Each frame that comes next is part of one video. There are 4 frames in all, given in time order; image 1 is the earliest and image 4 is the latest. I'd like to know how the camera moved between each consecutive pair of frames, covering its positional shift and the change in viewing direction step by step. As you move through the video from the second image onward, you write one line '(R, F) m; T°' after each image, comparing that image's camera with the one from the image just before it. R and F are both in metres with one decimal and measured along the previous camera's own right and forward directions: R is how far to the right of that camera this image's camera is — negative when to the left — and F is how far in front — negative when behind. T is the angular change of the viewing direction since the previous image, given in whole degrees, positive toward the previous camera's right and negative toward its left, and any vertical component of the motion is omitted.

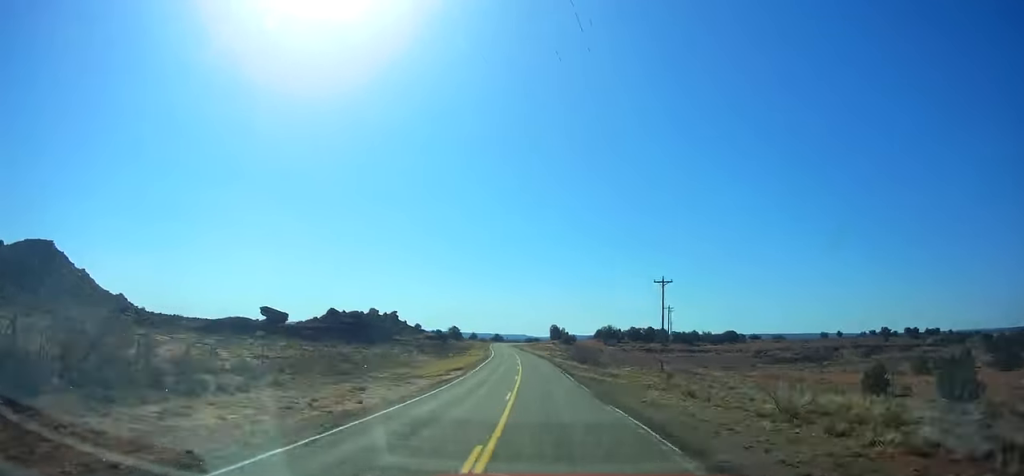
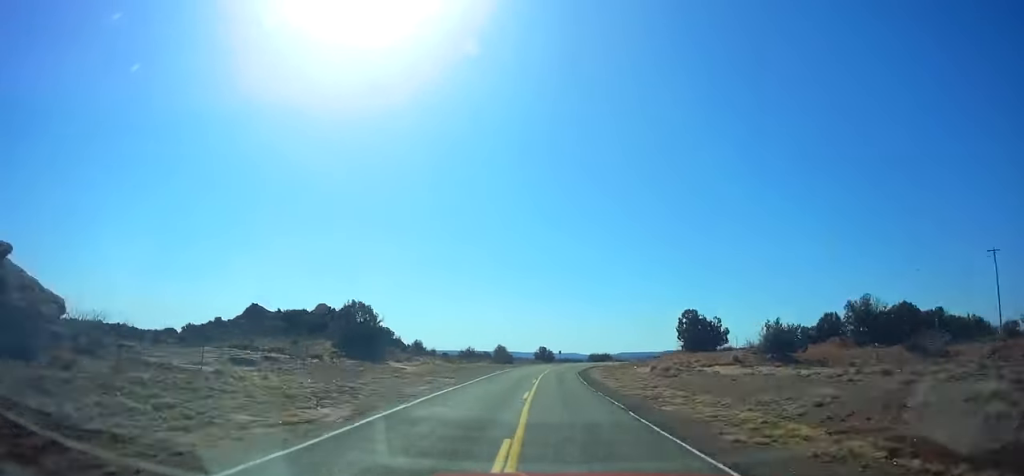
(-6.1, +132.7) m; -3°
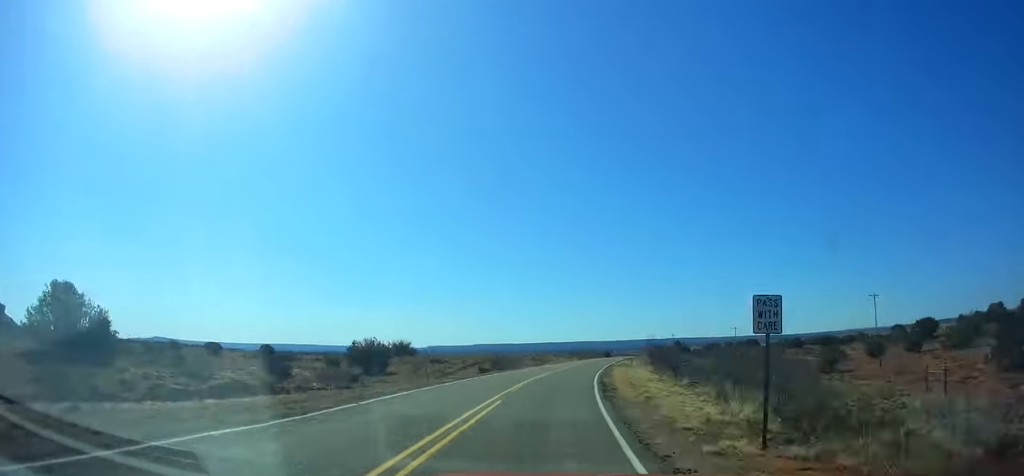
(+12.5, +149.1) m; +15°
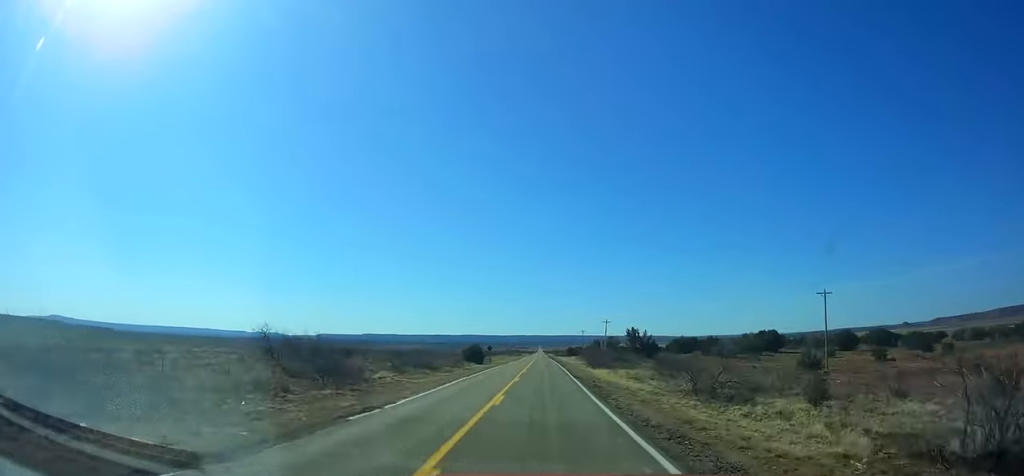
(+17.9, +127.1) m; +11°
